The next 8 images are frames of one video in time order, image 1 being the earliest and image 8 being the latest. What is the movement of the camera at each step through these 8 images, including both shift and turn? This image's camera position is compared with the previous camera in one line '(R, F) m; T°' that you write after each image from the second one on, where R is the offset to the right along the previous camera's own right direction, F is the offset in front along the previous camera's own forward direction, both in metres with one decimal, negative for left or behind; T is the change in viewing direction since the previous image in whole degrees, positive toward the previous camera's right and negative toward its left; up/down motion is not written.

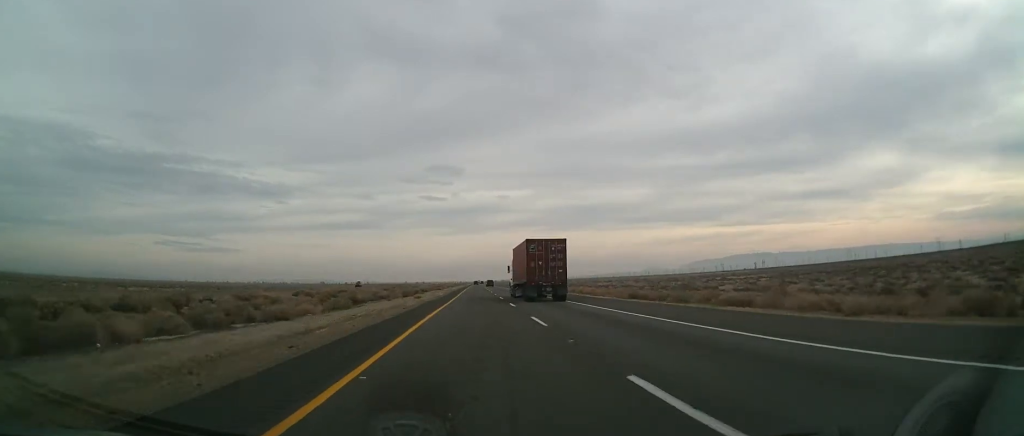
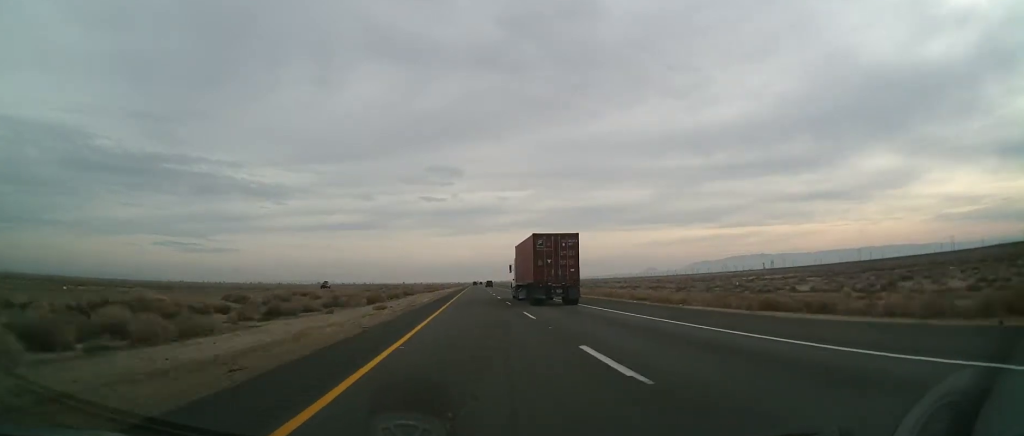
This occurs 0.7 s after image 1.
(0.0, +25.1) m; 0°
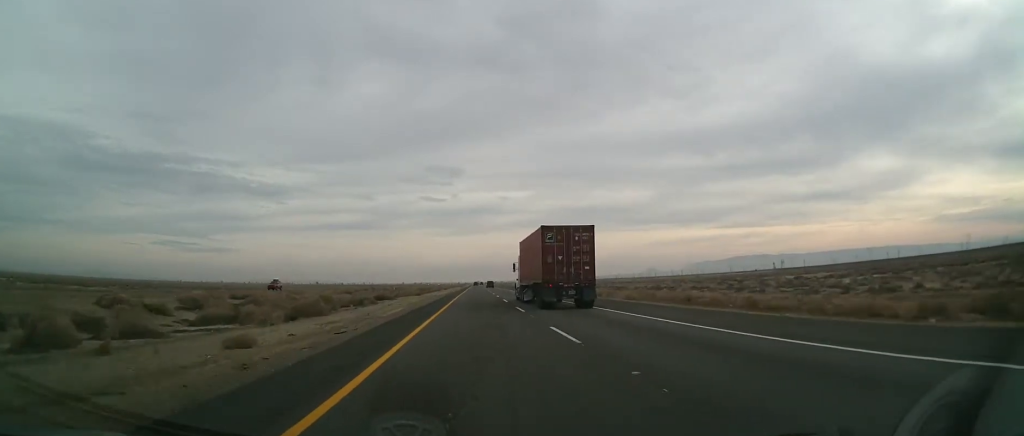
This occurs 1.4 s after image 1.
(-0.1, +23.9) m; 0°
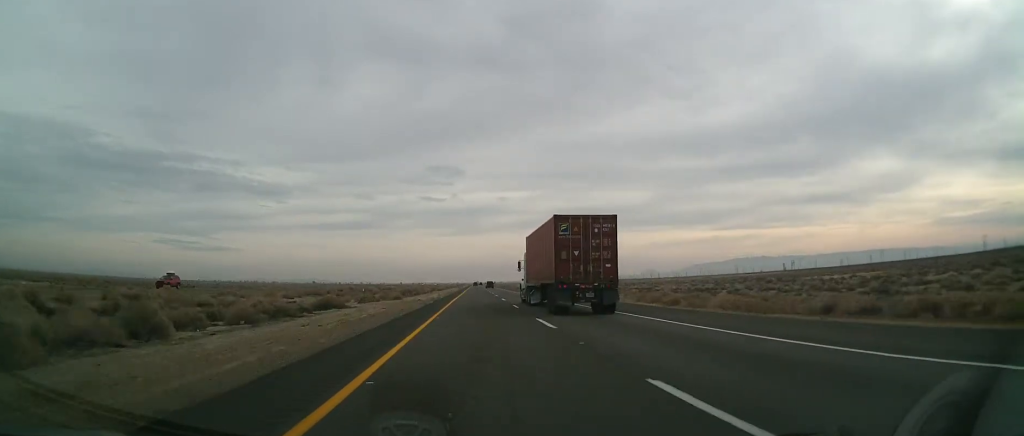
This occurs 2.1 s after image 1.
(0.0, +25.0) m; 0°
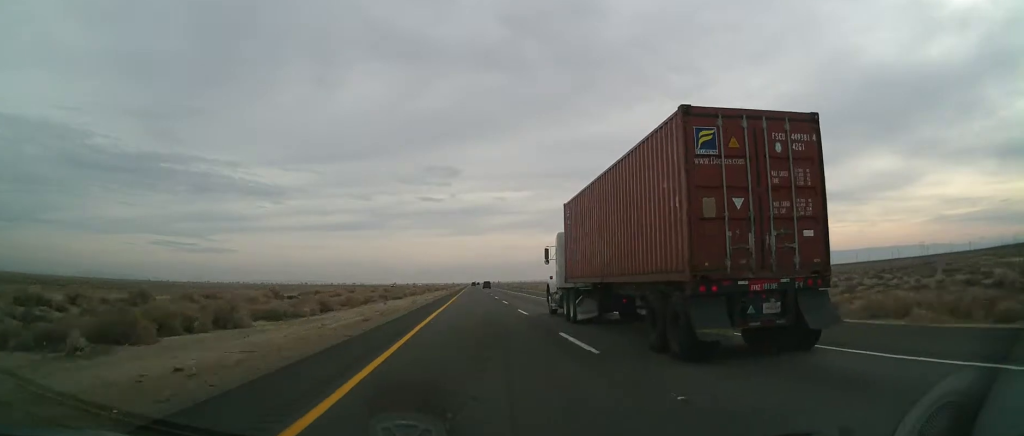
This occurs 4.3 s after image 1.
(-0.6, +79.7) m; 0°
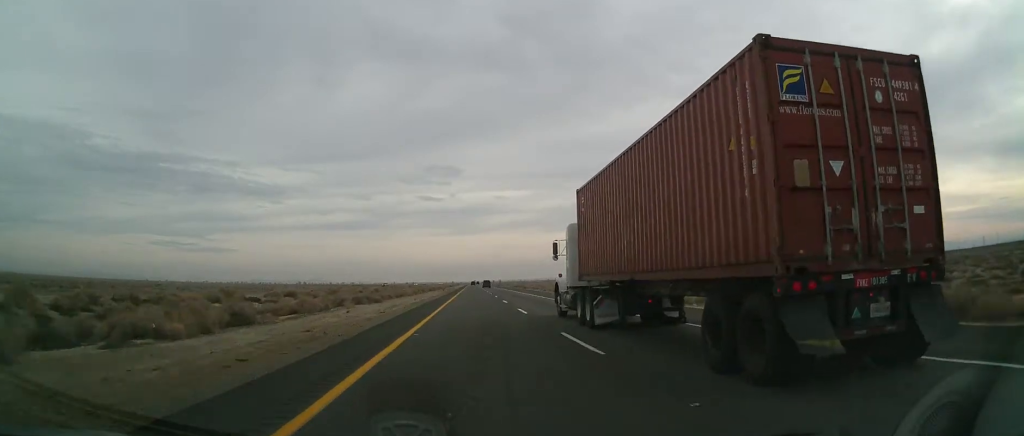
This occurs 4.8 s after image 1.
(+0.1, +15.0) m; 0°
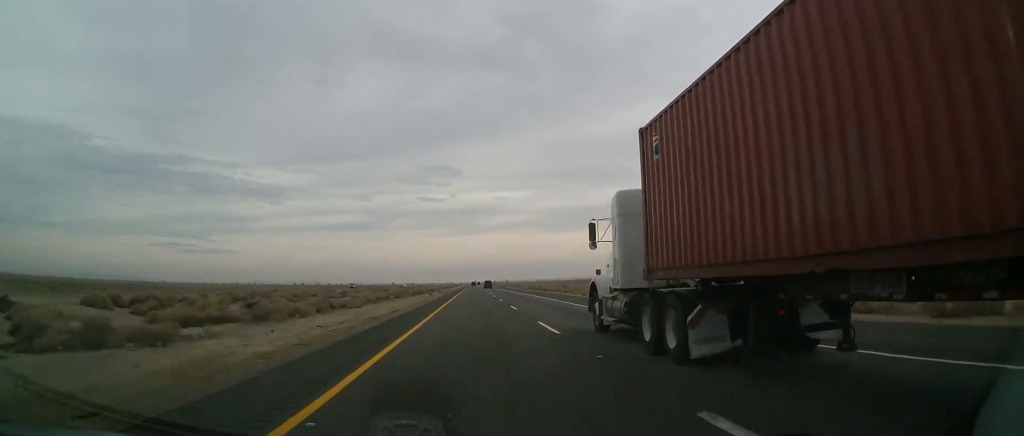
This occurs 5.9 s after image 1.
(+0.5, +39.1) m; 0°
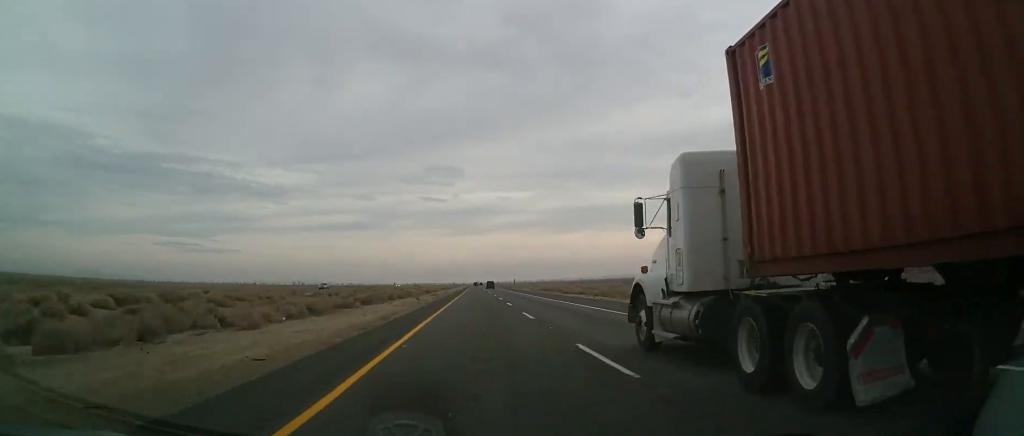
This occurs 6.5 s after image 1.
(+0.1, +21.8) m; -1°
